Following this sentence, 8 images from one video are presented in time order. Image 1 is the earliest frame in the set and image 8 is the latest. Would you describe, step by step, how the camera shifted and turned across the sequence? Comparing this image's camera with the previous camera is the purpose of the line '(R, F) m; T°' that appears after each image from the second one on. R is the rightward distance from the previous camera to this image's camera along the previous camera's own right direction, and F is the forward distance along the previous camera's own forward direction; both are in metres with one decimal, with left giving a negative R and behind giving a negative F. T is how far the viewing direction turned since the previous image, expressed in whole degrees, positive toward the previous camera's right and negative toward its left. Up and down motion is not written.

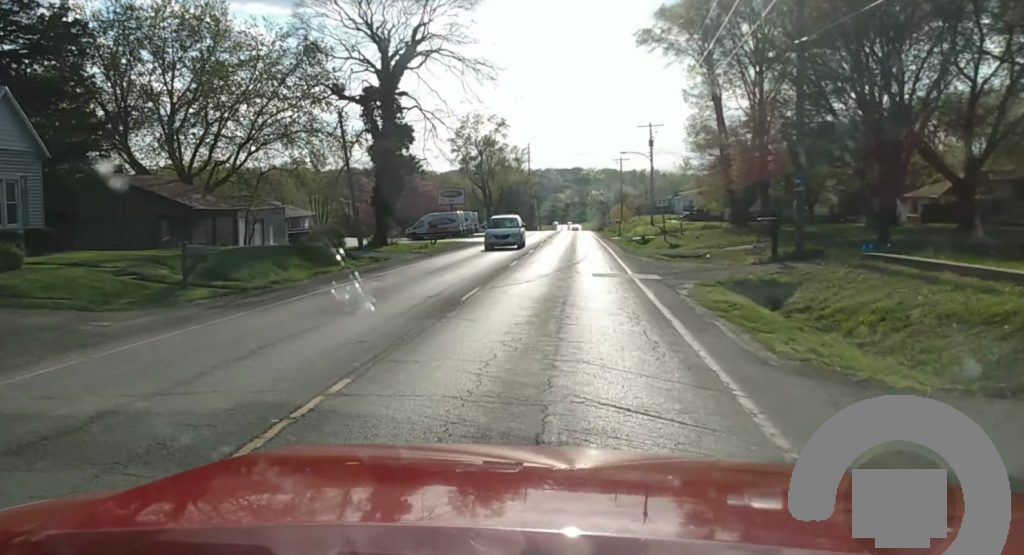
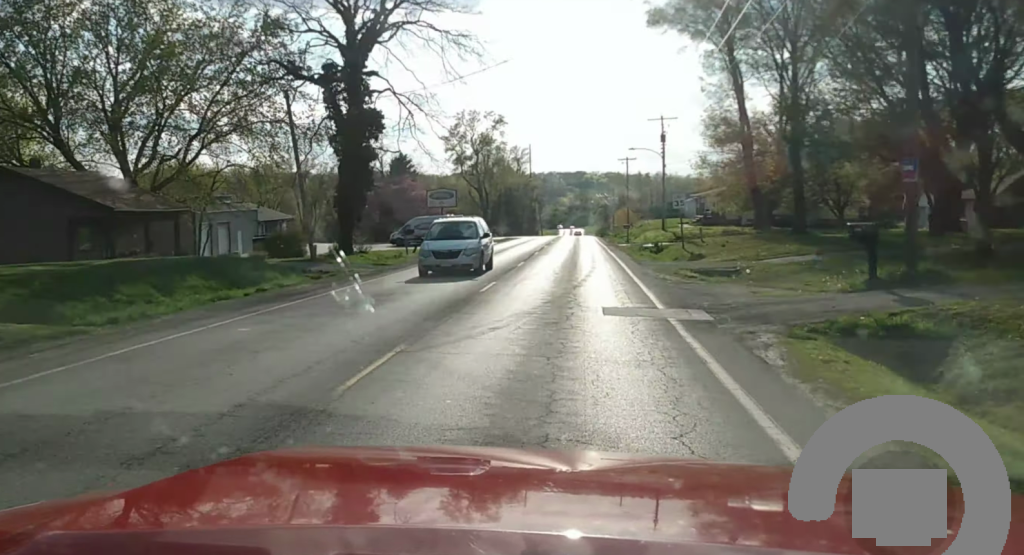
(0.0, +9.9) m; 0°
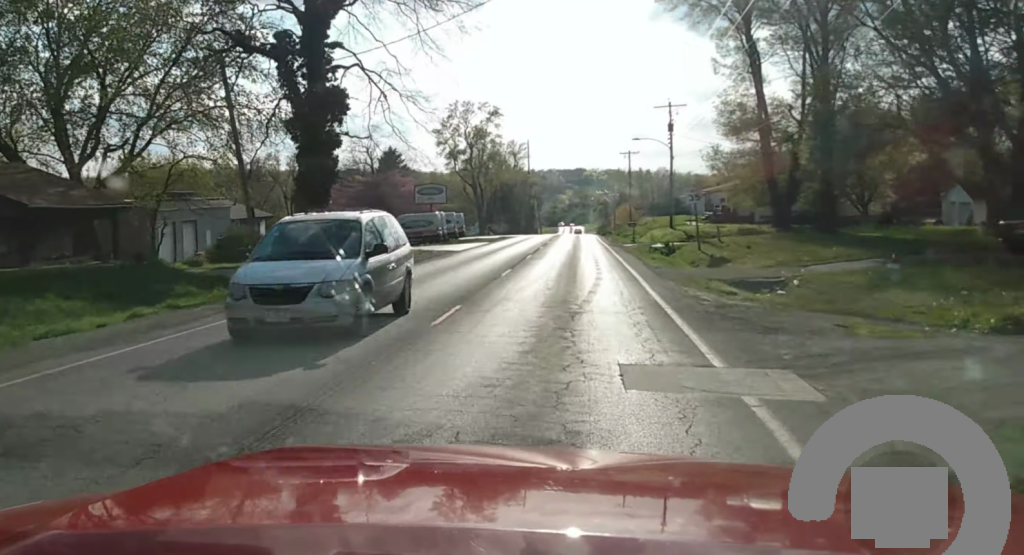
(0.0, +6.8) m; 0°
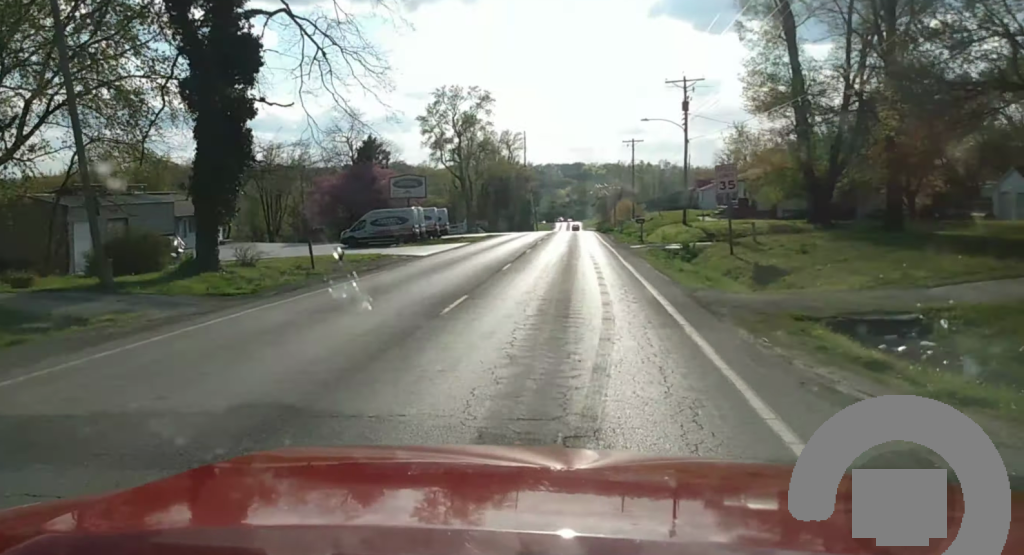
(0.0, +10.5) m; 0°
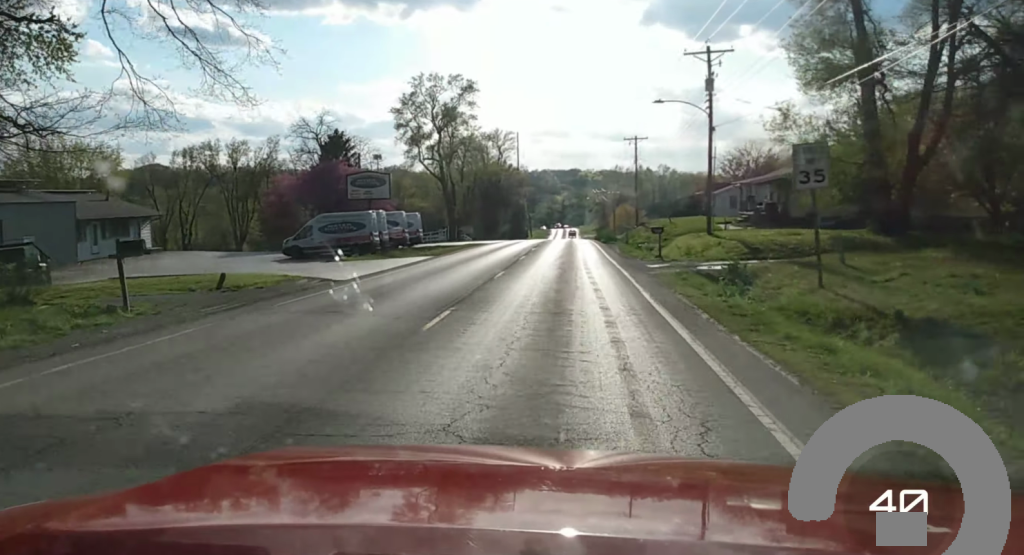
(0.0, +13.5) m; 0°
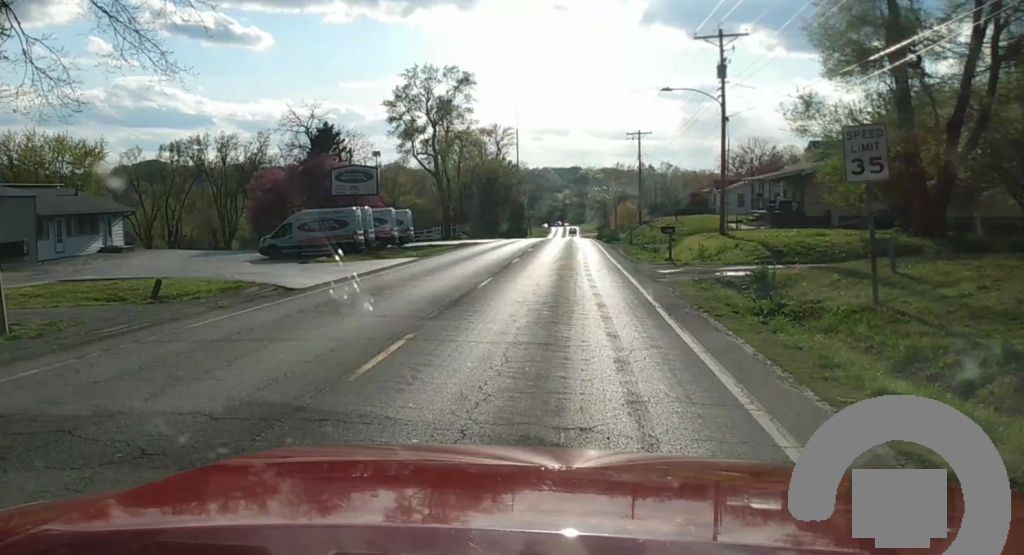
(0.0, +9.8) m; 0°
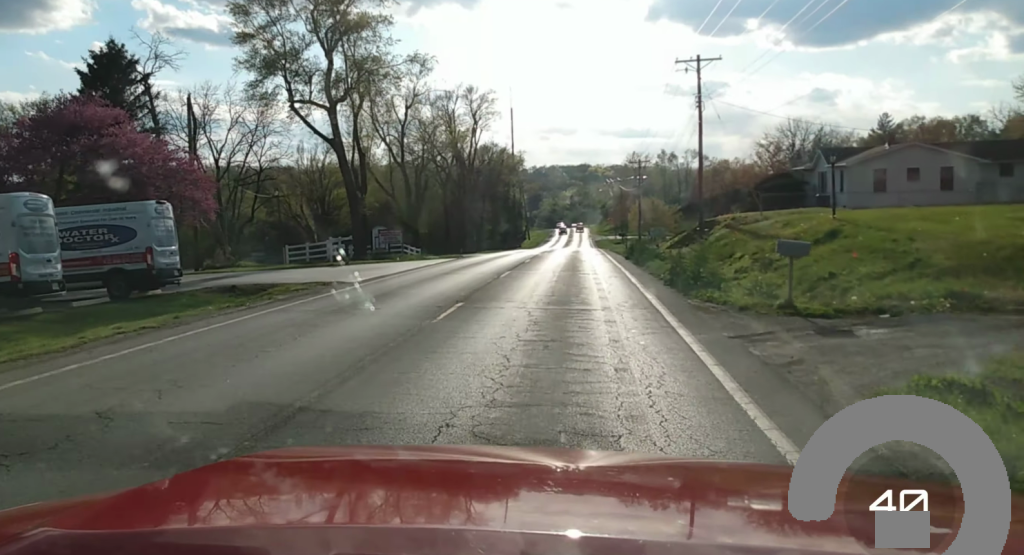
(0.0, +36.4) m; 0°
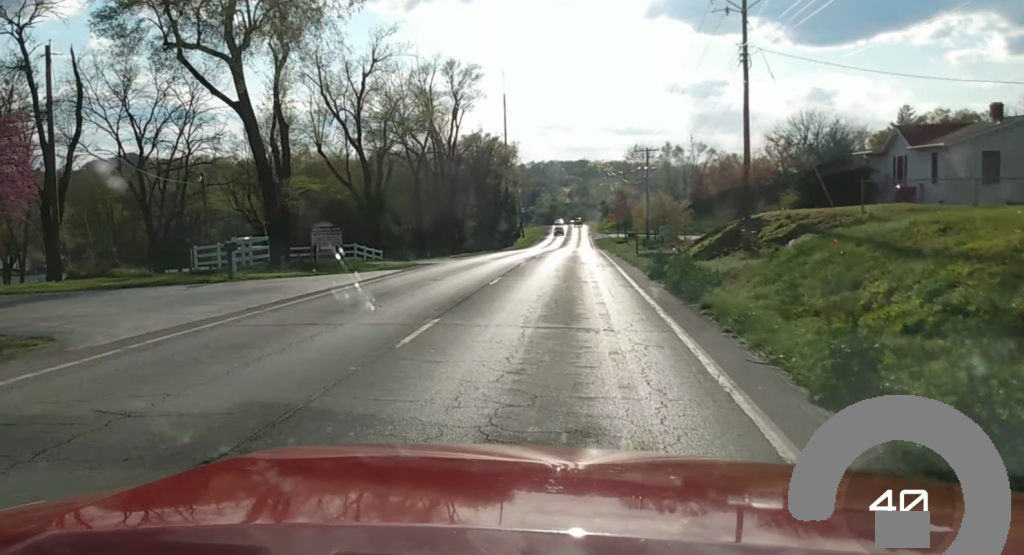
(-0.1, +14.3) m; 0°
